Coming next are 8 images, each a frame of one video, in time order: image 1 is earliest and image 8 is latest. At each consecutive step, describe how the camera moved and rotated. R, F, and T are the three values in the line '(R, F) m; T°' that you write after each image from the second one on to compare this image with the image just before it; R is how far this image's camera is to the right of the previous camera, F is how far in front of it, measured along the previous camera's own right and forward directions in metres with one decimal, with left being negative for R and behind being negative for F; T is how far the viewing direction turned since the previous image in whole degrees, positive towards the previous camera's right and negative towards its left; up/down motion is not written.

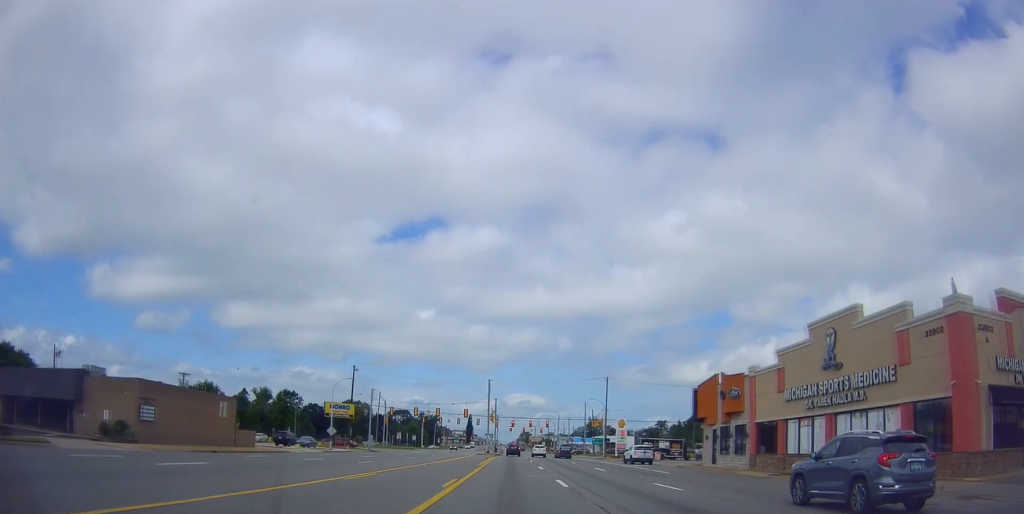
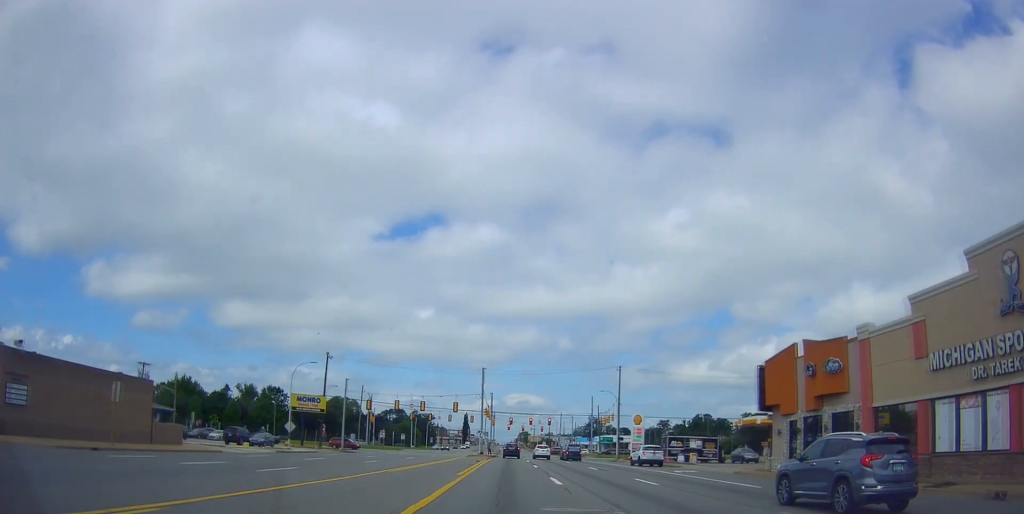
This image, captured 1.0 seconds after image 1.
(-0.4, +16.1) m; 0°
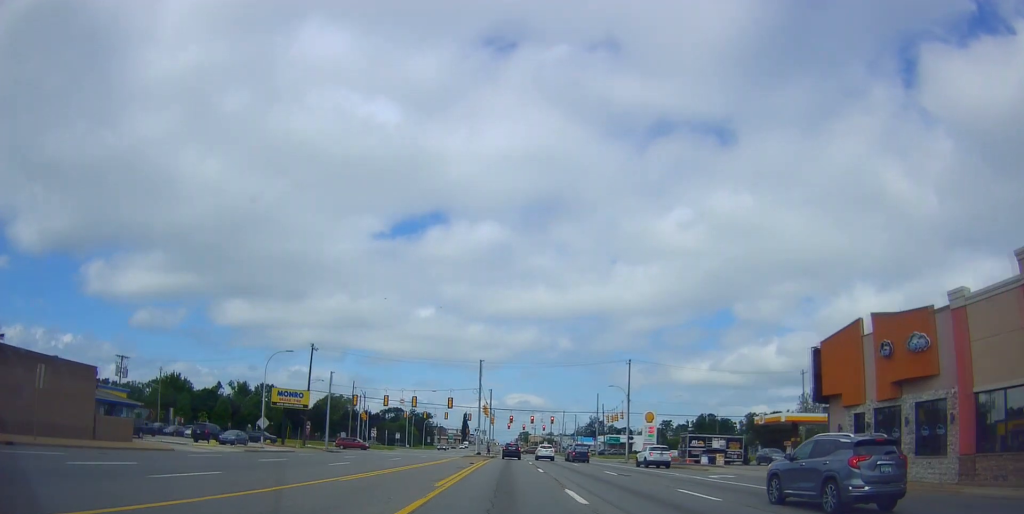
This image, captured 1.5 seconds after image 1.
(+0.2, +8.3) m; +1°
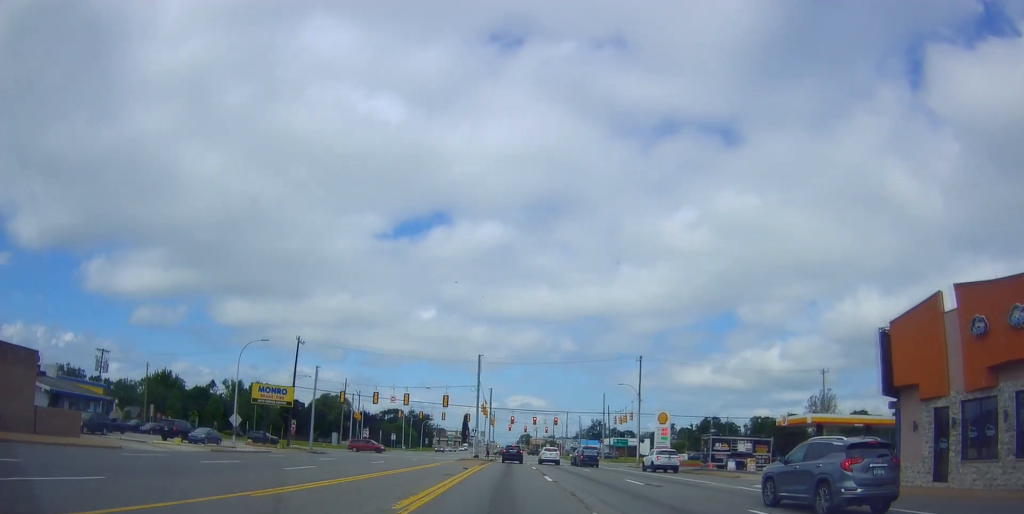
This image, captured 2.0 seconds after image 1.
(+0.1, +7.6) m; +1°
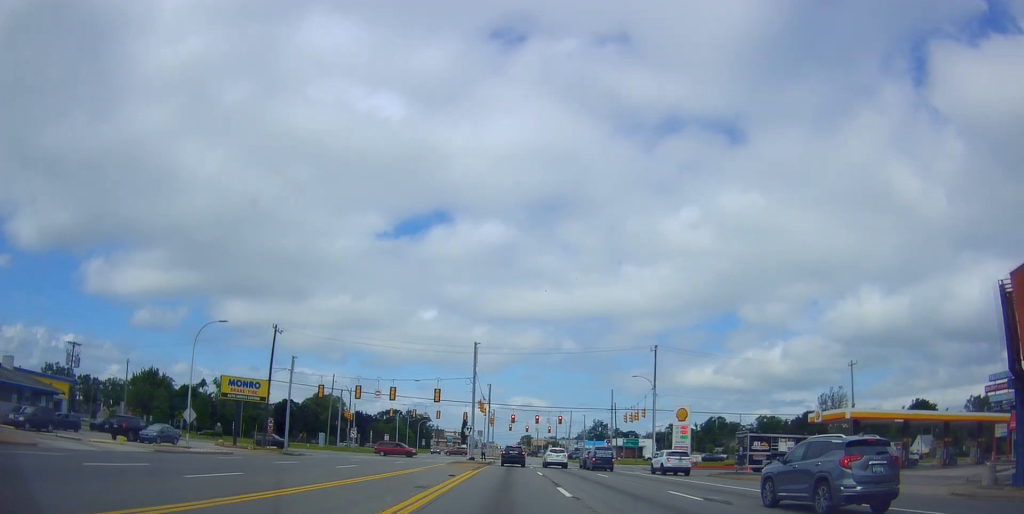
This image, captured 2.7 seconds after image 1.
(0.0, +10.0) m; 0°
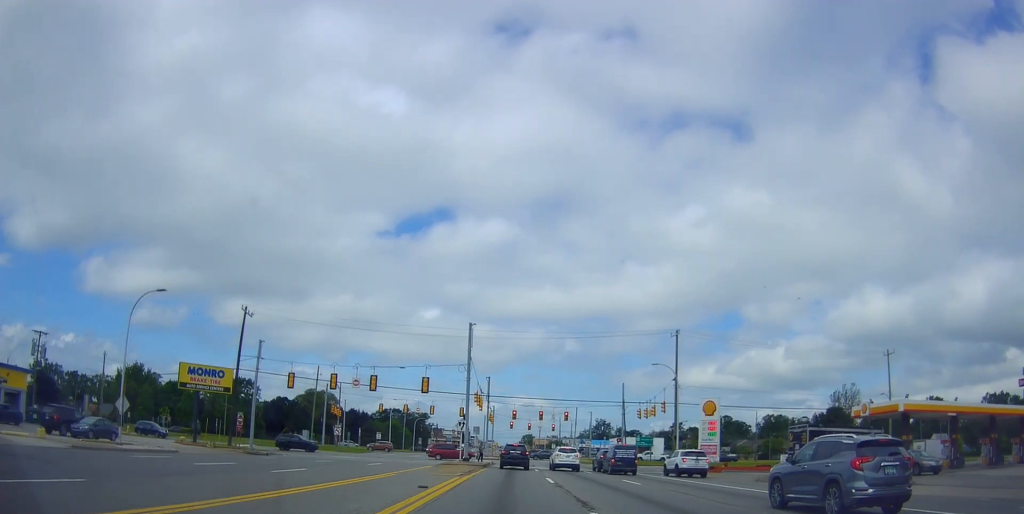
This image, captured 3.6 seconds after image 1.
(0.0, +11.4) m; 0°
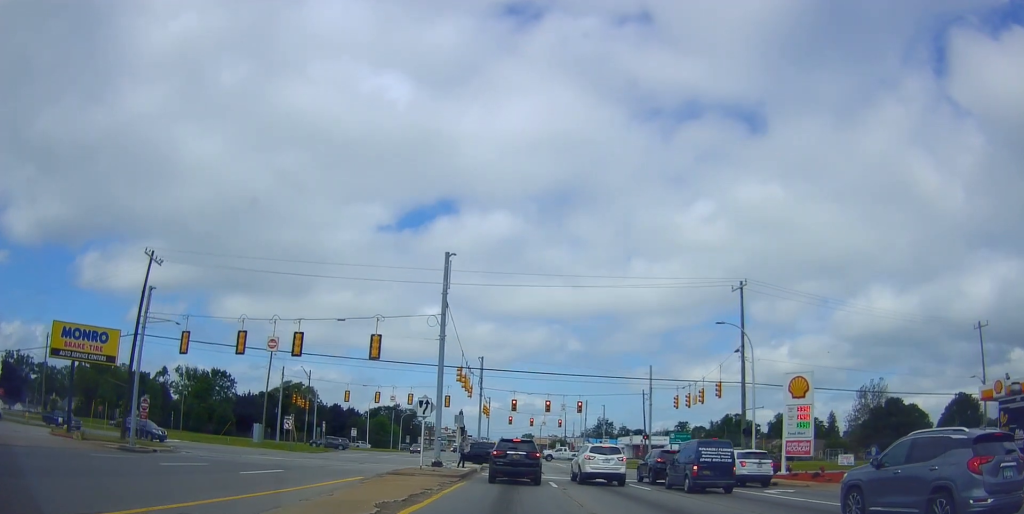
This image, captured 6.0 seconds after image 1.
(0.0, +25.8) m; 0°
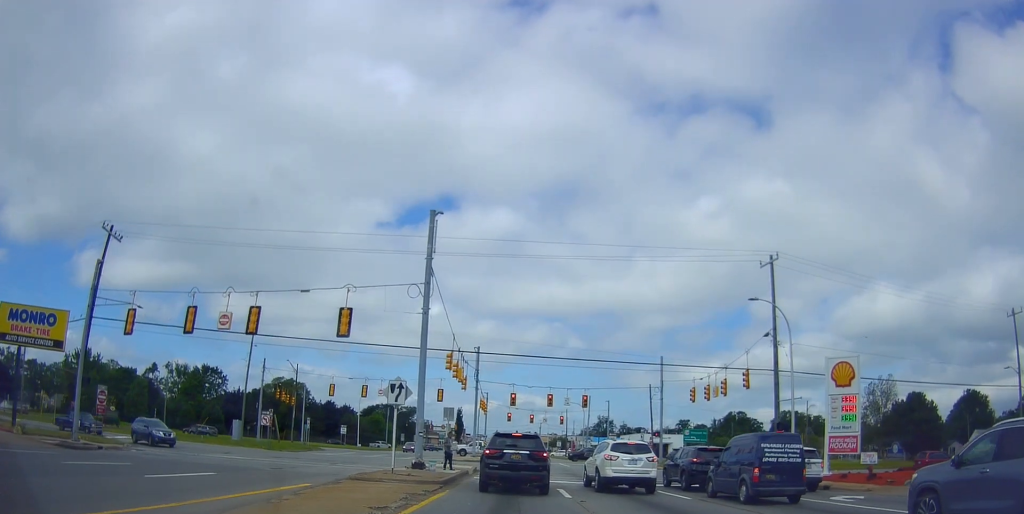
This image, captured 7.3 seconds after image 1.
(0.0, +9.4) m; 0°
